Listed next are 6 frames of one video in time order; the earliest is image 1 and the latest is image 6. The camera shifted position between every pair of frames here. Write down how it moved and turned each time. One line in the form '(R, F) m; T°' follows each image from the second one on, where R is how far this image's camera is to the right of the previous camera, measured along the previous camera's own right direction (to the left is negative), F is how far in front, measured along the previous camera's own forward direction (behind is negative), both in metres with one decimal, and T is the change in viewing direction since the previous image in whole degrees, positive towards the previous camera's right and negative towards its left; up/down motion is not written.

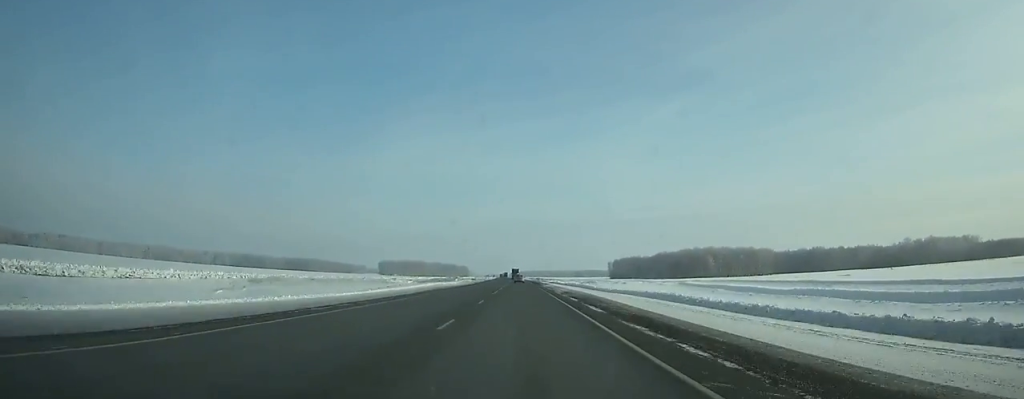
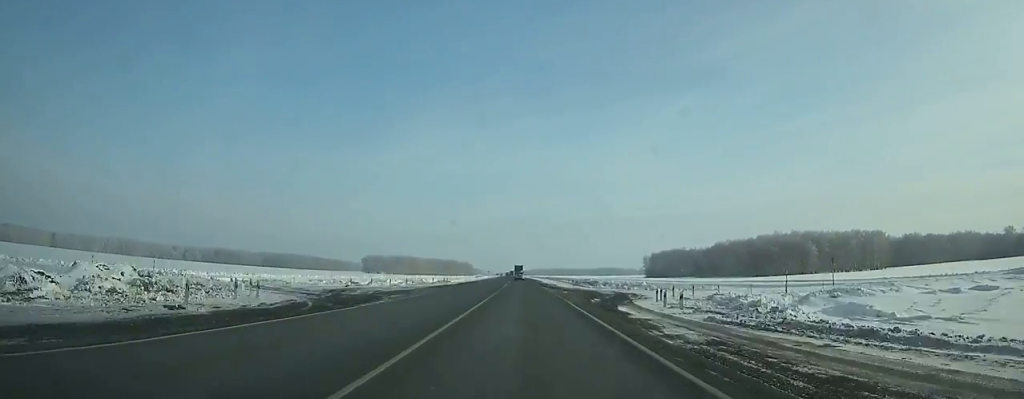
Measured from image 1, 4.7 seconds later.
(-0.9, +129.0) m; -1°
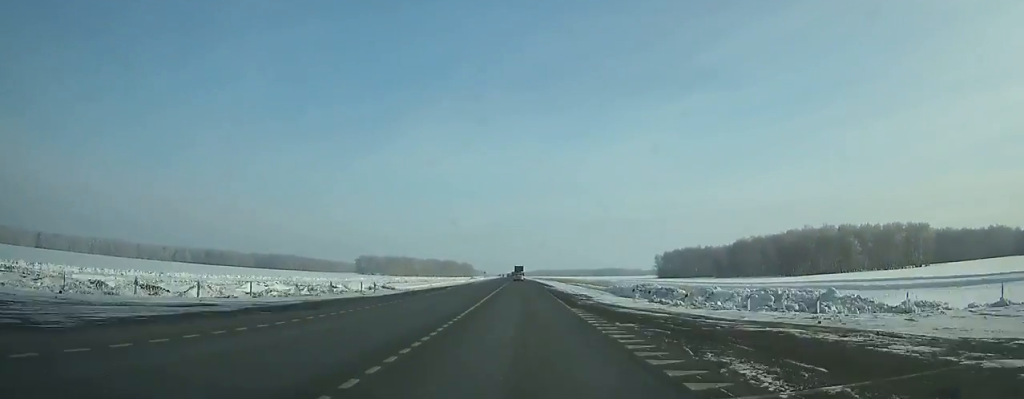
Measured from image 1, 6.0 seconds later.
(-0.1, +34.5) m; 0°
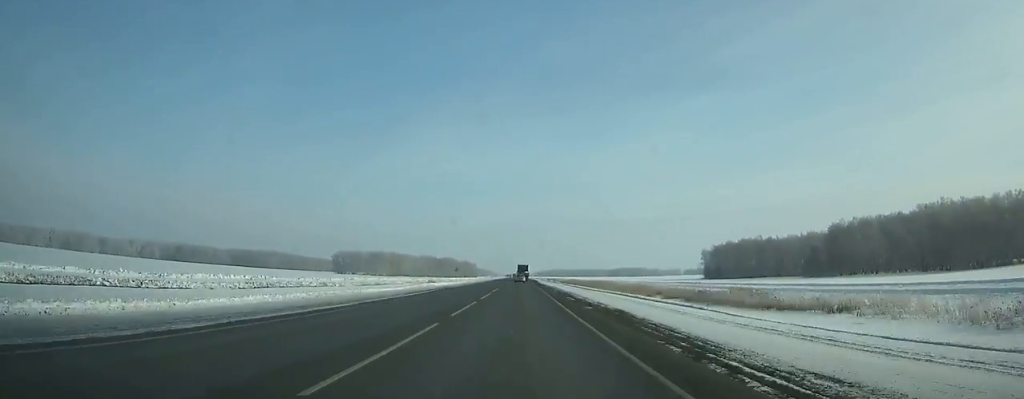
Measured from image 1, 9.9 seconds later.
(-0.8, +99.5) m; -1°
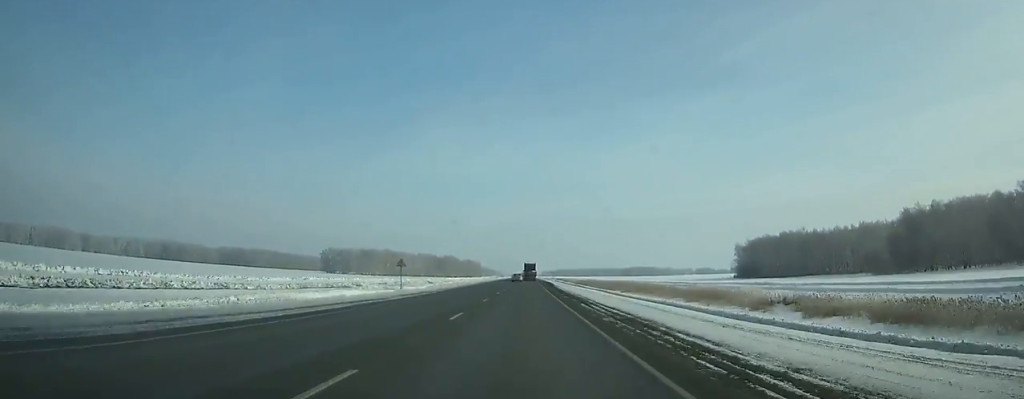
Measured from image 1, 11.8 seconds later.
(-0.2, +46.9) m; 0°
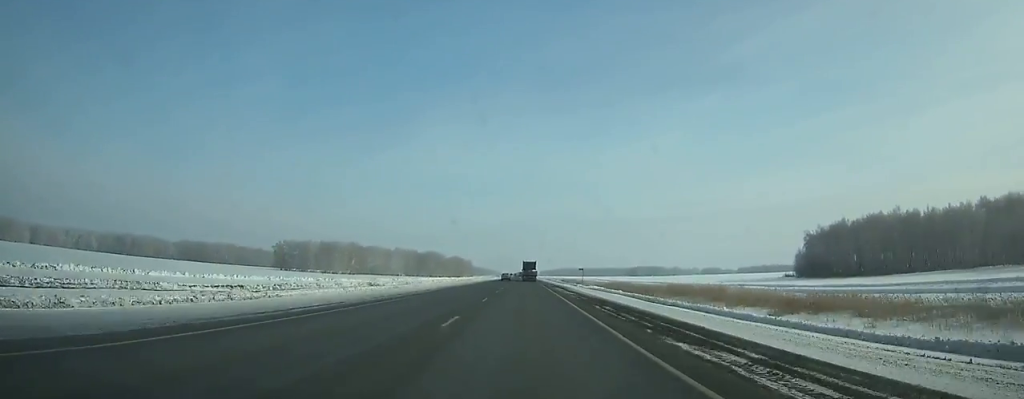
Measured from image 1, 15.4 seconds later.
(0.0, +85.4) m; 0°
